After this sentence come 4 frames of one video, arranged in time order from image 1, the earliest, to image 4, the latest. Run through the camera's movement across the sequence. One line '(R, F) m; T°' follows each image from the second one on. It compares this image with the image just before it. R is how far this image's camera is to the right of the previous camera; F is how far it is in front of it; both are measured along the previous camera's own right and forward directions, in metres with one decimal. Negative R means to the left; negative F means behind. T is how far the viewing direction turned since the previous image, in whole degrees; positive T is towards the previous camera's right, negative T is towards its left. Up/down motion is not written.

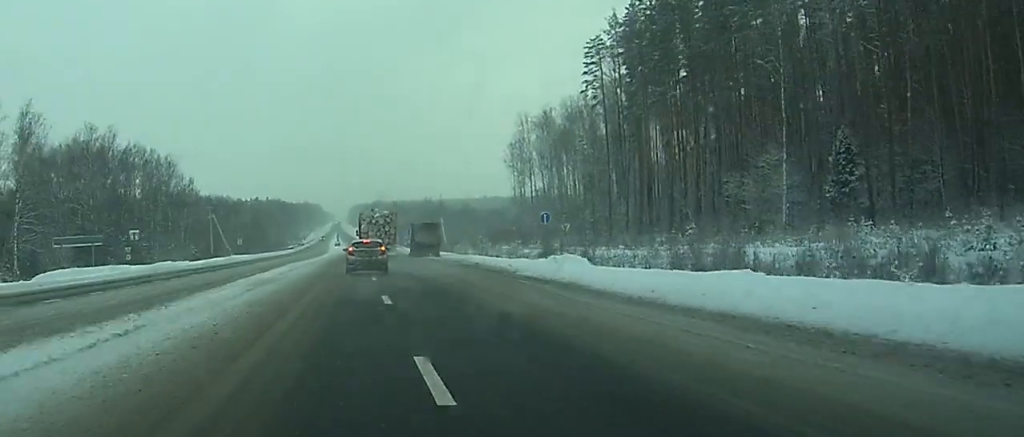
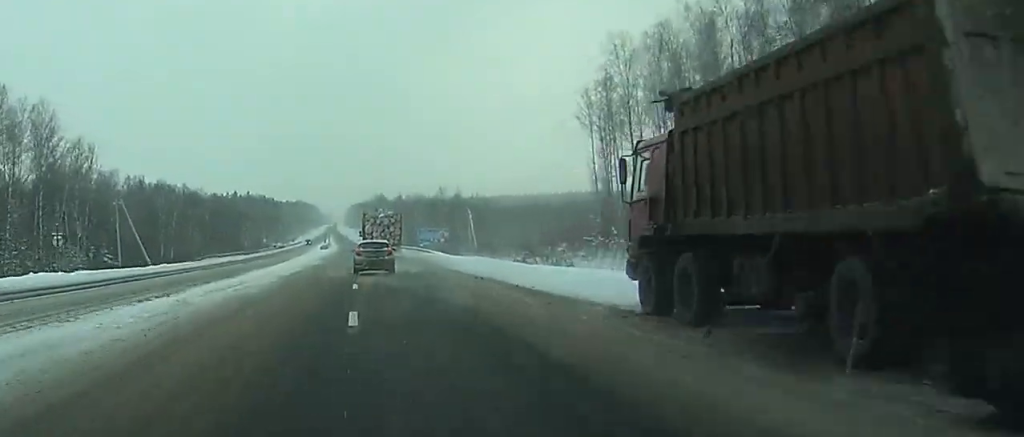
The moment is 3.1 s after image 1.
(-0.1, +76.9) m; 0°
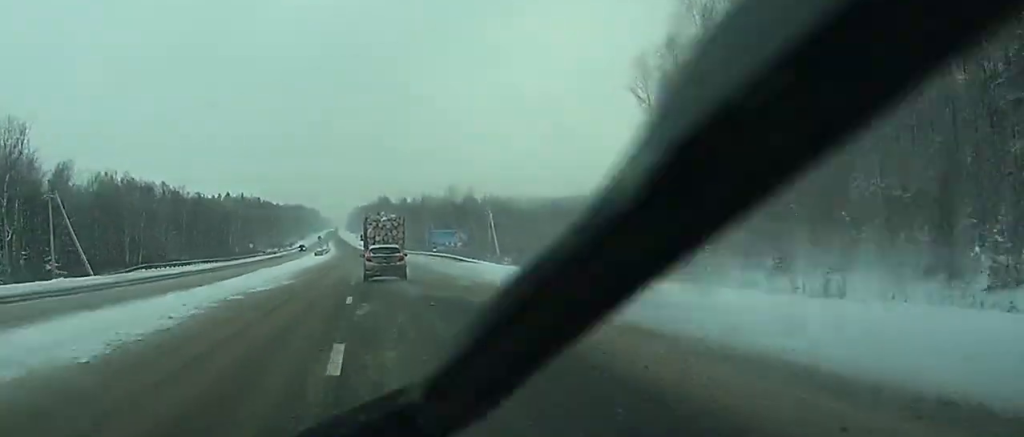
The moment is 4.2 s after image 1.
(+0.1, +28.6) m; 0°
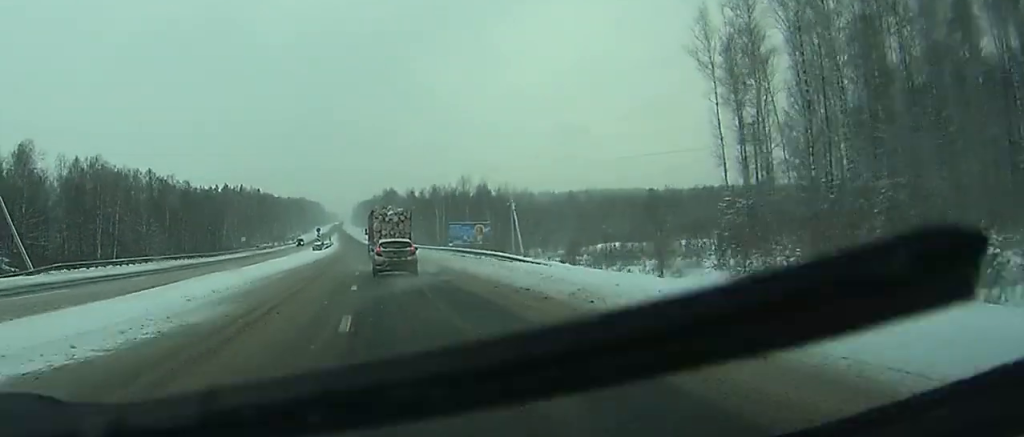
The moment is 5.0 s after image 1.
(0.0, +19.5) m; 0°
